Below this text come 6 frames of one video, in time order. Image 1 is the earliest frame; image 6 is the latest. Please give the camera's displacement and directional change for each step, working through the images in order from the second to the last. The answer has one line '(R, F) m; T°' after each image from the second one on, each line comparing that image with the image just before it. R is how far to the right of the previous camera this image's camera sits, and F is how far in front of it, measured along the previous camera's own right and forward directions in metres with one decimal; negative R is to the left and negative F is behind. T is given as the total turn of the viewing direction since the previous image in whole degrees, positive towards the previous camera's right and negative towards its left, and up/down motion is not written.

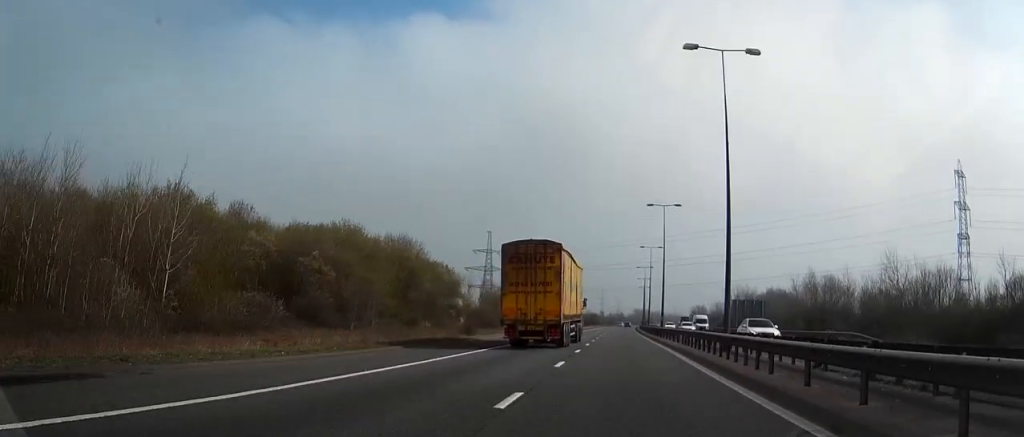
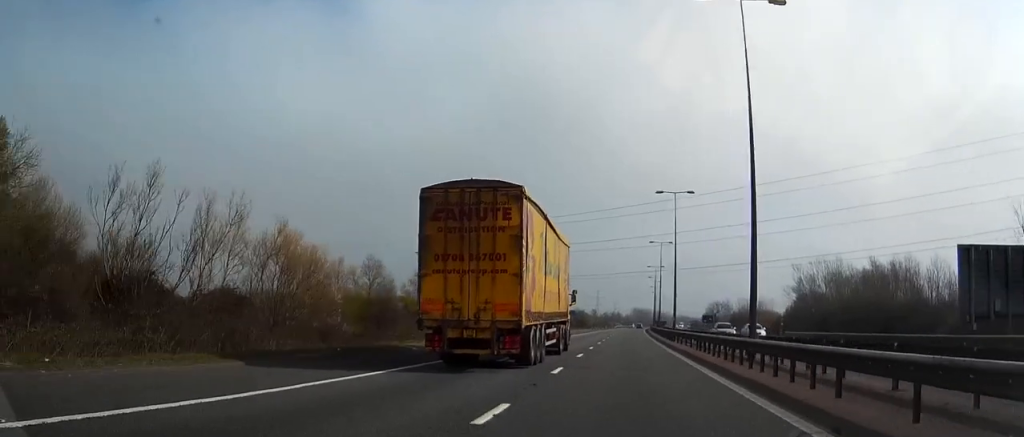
(+0.2, +84.0) m; +1°
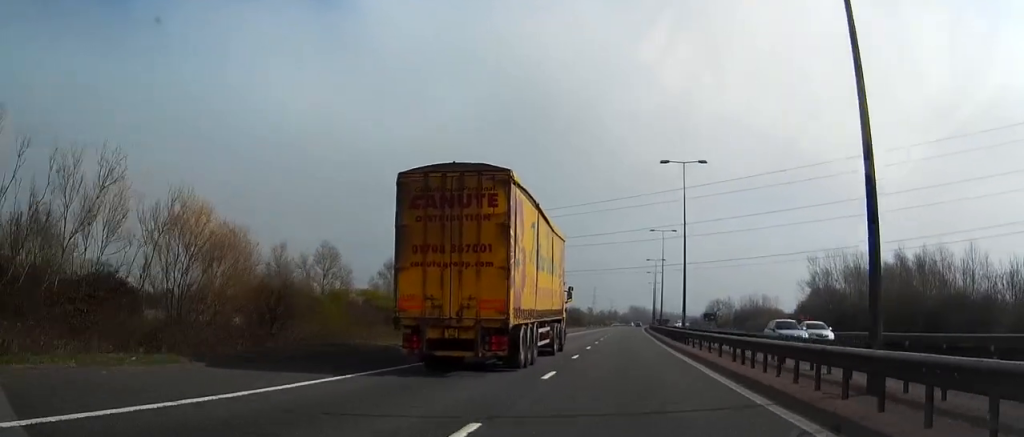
(-0.1, +11.6) m; 0°
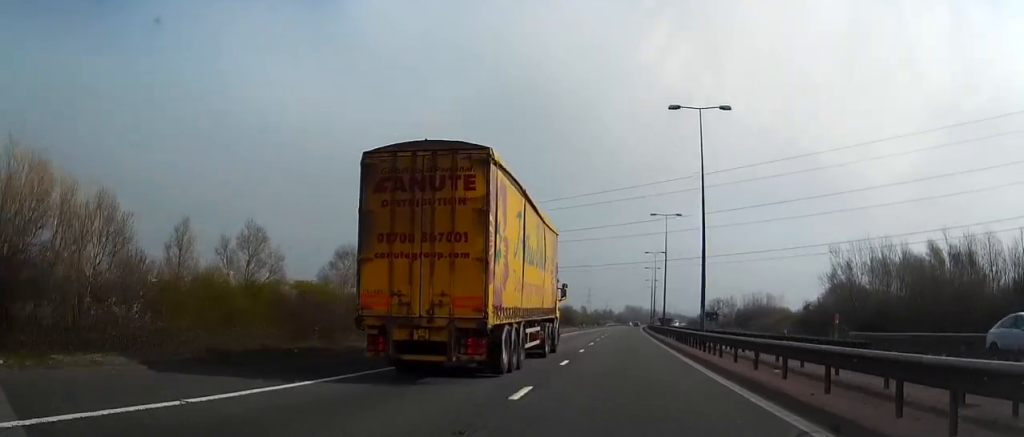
(+0.1, +13.5) m; 0°
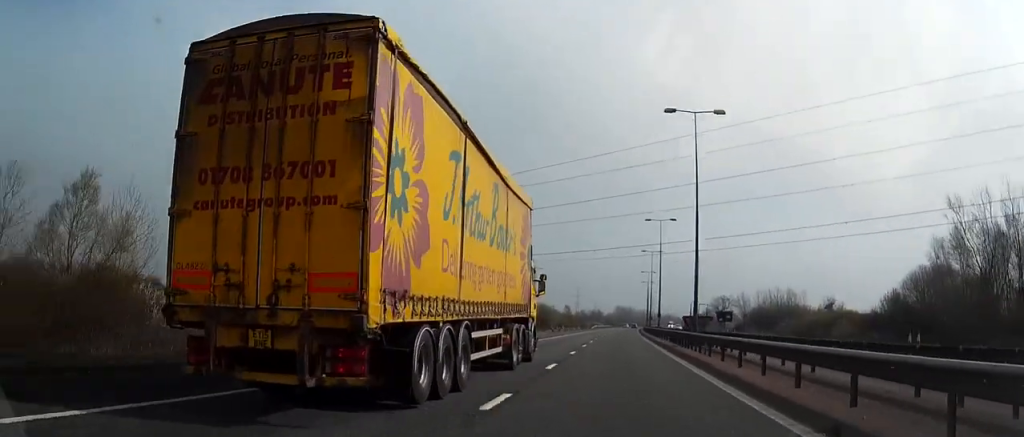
(+0.1, +38.6) m; 0°
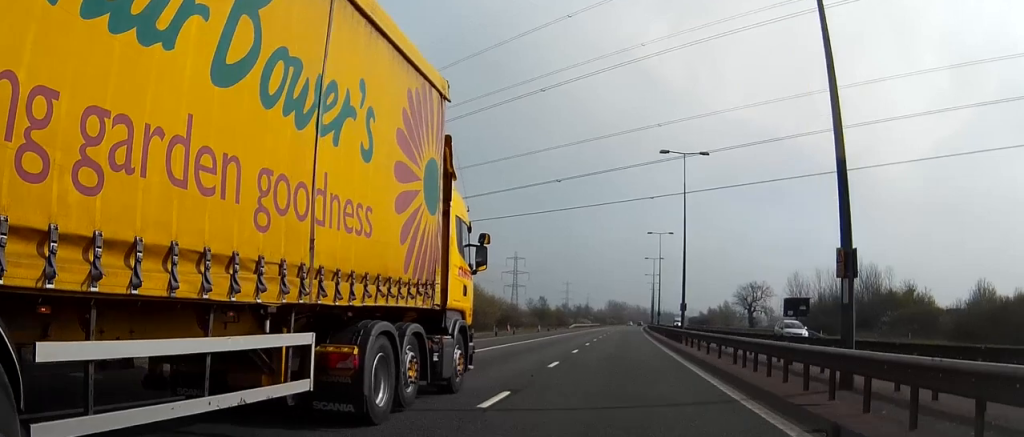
(+0.3, +64.7) m; +1°
